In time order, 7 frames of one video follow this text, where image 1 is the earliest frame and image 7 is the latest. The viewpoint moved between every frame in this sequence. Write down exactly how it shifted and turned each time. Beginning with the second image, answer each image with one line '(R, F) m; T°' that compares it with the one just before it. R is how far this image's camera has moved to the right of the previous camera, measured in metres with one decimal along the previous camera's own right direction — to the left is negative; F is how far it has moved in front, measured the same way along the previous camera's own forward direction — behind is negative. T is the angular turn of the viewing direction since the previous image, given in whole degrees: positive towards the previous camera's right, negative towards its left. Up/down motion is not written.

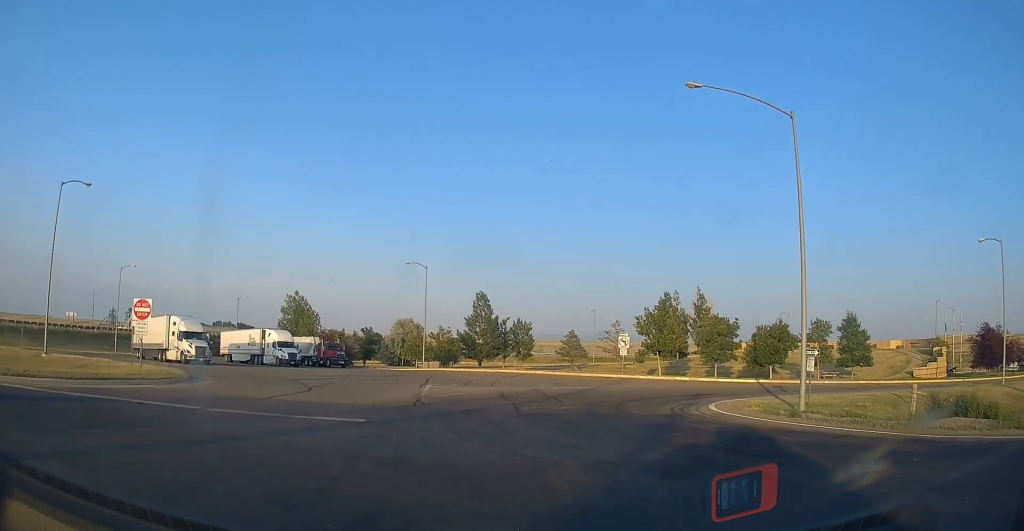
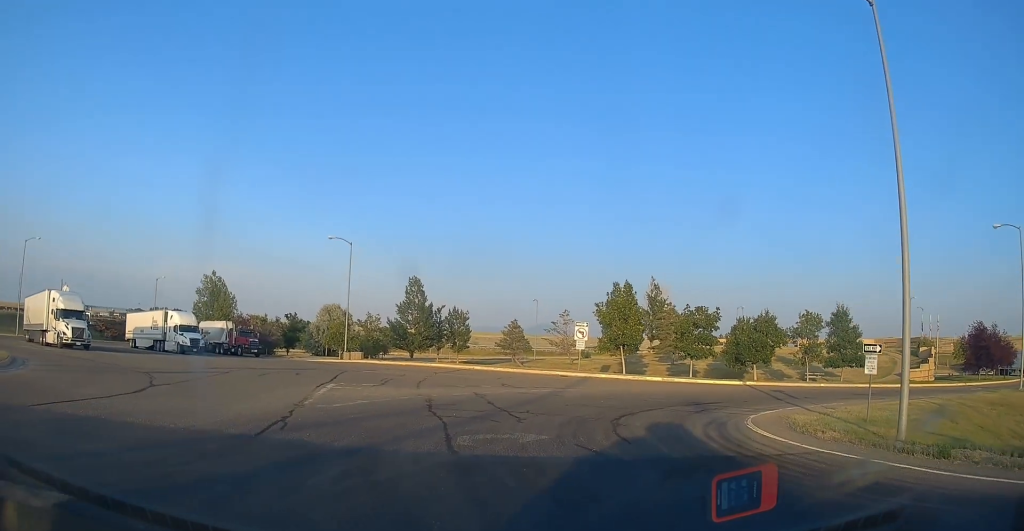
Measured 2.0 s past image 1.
(+0.9, +9.1) m; +10°
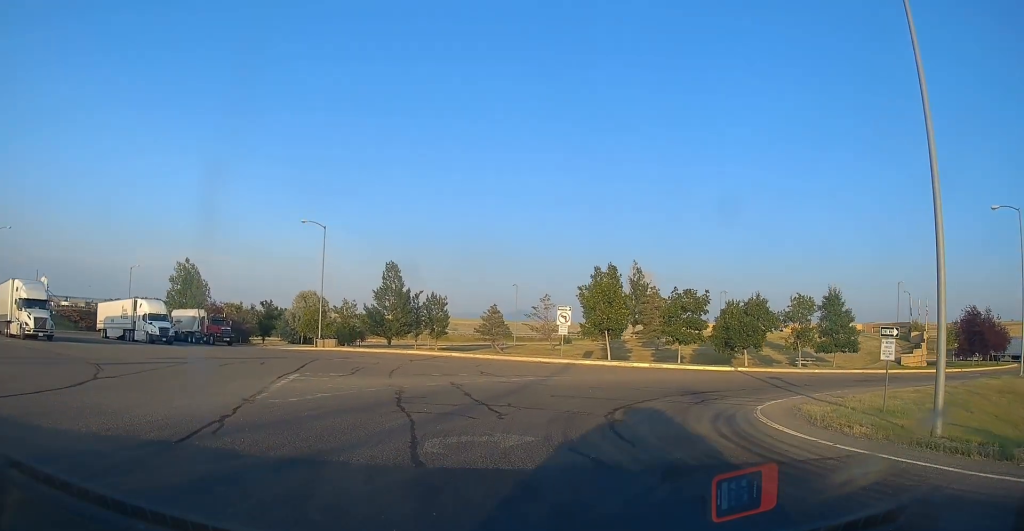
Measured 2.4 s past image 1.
(0.0, +2.2) m; 0°
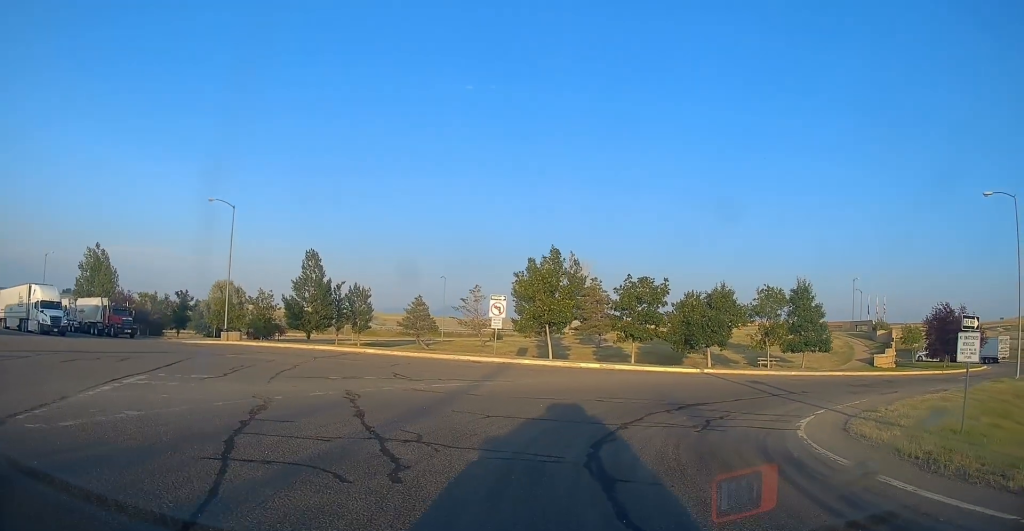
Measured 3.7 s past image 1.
(-0.1, +6.6) m; +3°
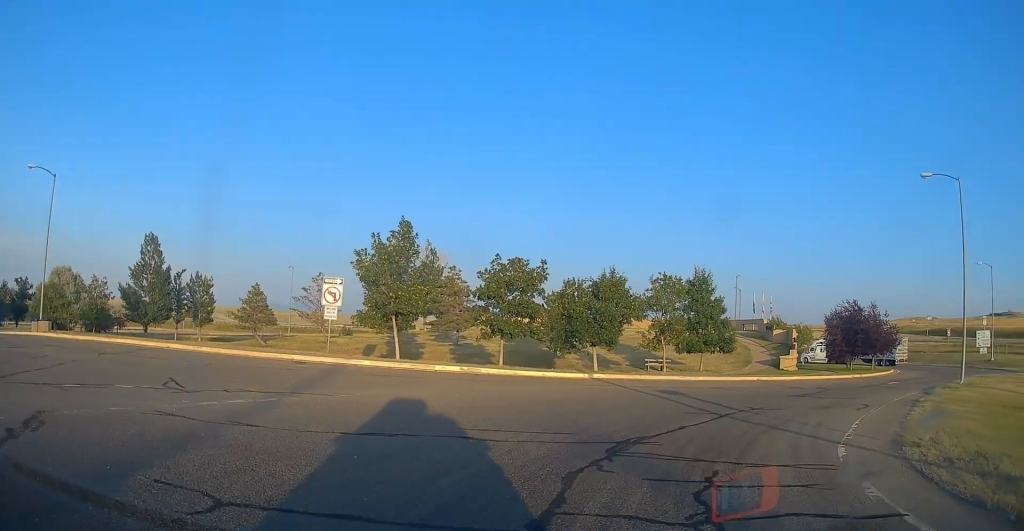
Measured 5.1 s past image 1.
(+1.1, +7.6) m; +21°
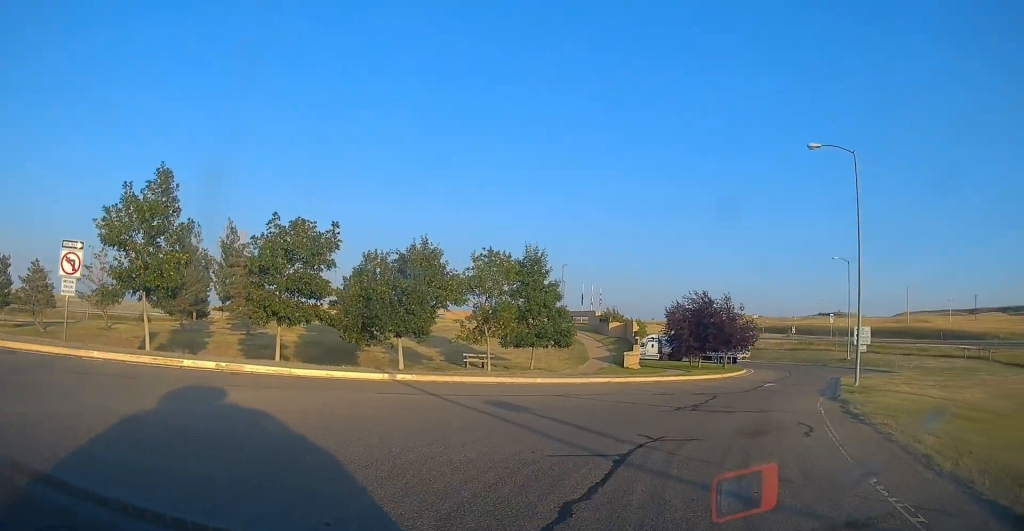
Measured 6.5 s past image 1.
(+1.0, +7.2) m; +13°
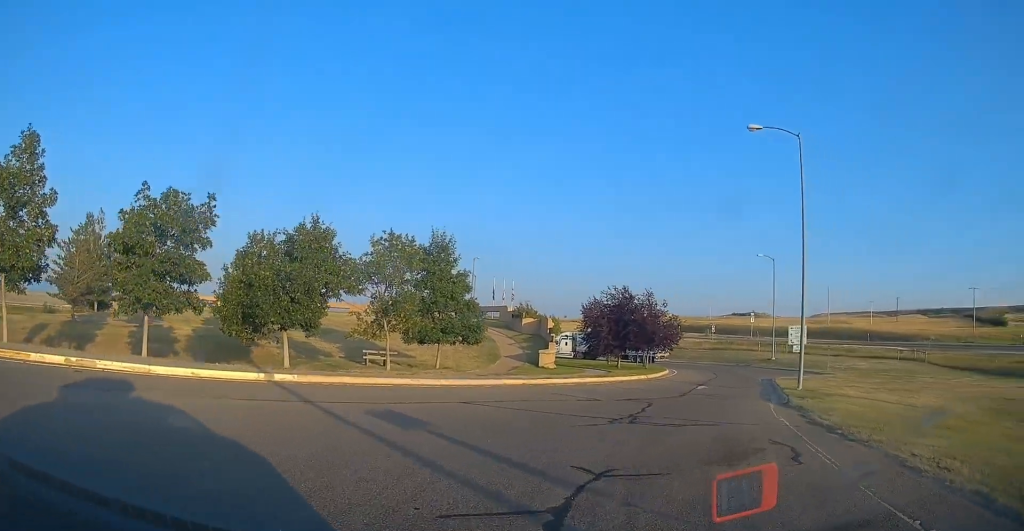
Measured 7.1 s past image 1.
(-0.2, +3.3) m; +7°
